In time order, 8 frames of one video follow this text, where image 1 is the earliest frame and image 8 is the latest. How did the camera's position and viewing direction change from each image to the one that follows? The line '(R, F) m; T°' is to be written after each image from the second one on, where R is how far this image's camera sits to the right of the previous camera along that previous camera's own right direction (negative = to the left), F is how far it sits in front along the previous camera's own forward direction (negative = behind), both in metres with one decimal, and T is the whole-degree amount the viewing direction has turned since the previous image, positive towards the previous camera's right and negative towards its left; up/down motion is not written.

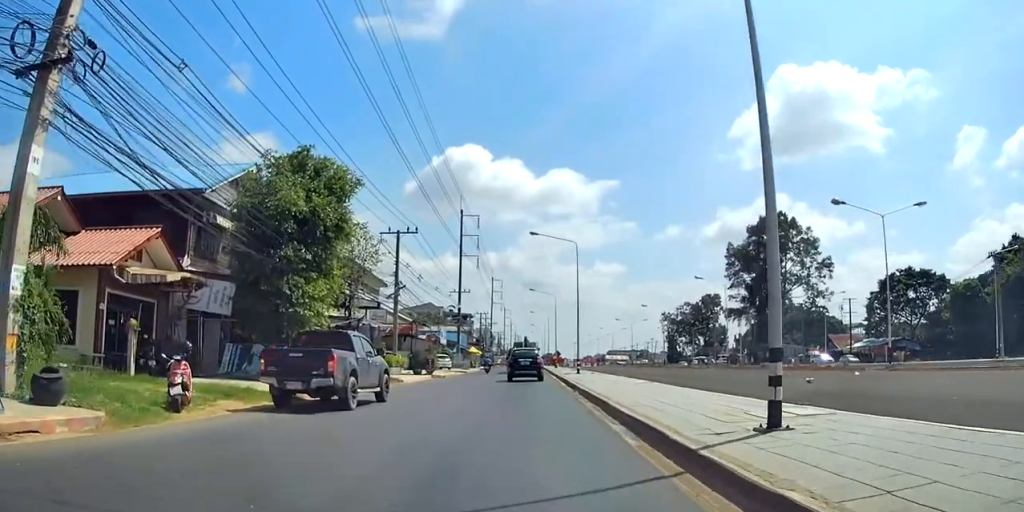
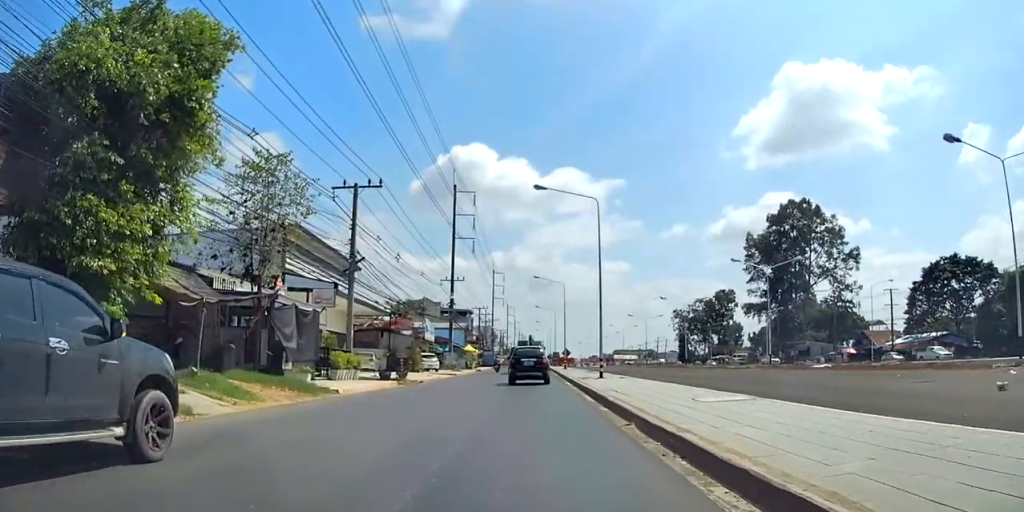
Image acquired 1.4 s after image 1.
(+0.7, +13.0) m; +1°
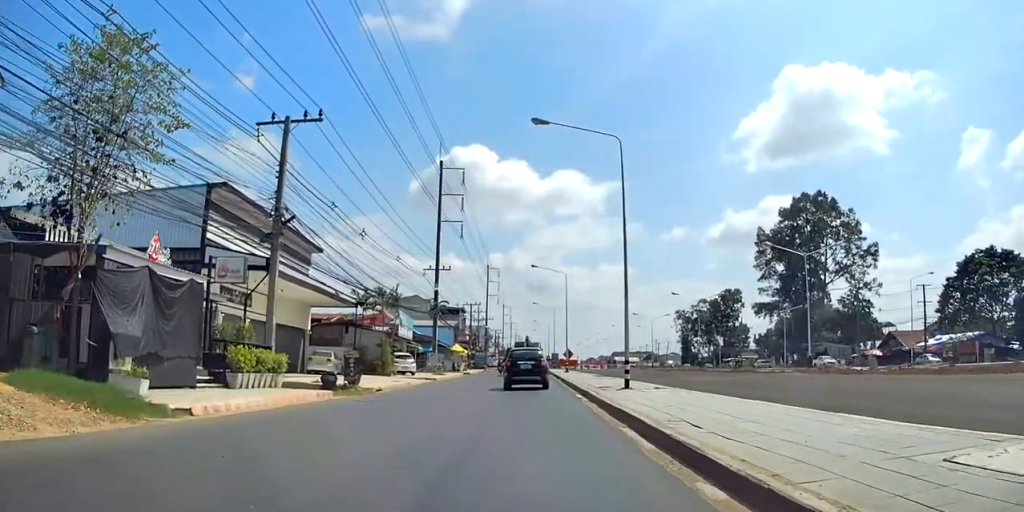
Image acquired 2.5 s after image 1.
(-0.3, +10.8) m; +1°
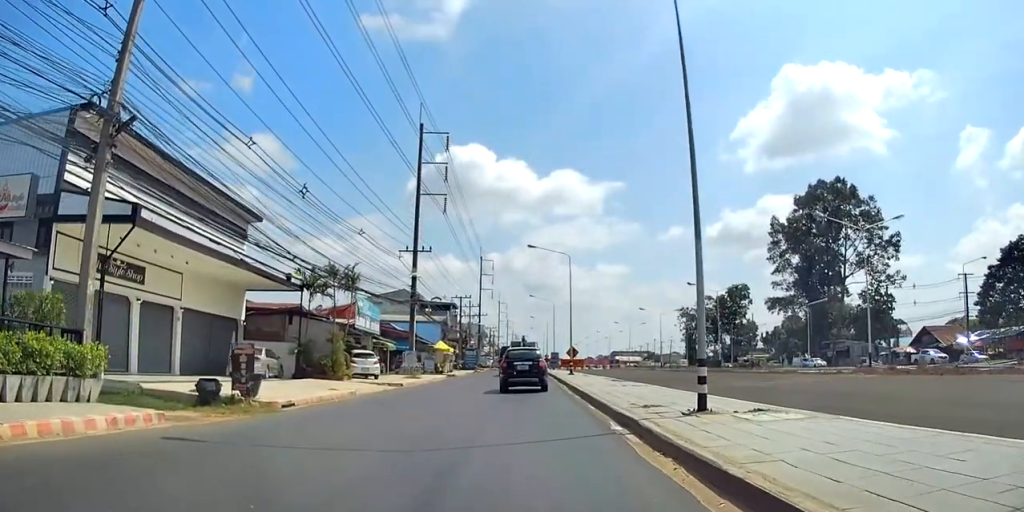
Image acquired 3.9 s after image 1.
(+0.2, +12.0) m; -1°
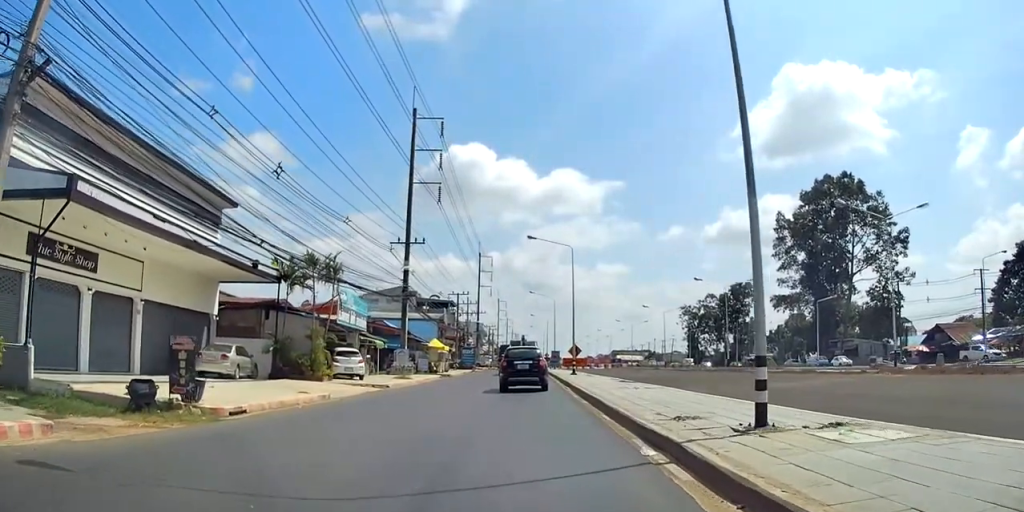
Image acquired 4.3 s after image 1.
(-0.1, +3.8) m; -1°
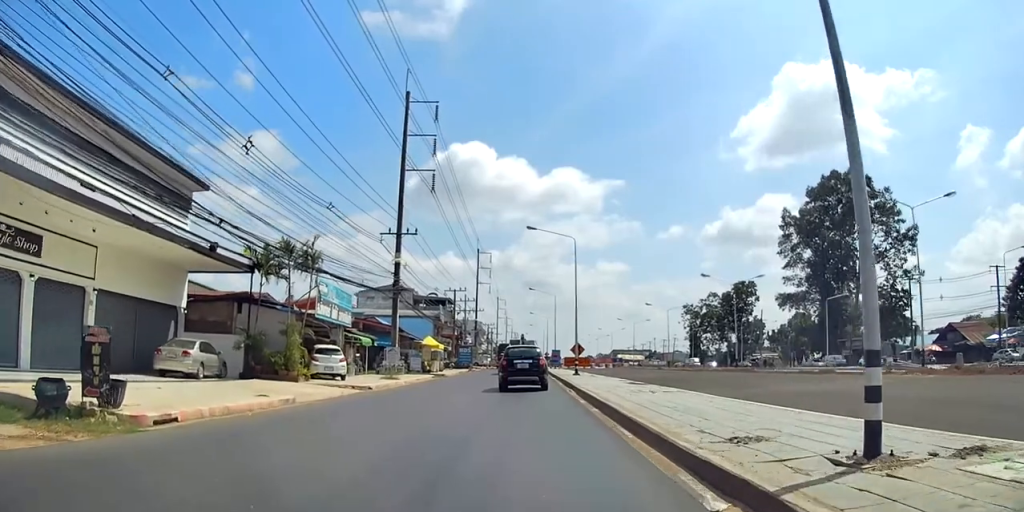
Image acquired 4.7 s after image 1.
(0.0, +3.6) m; 0°
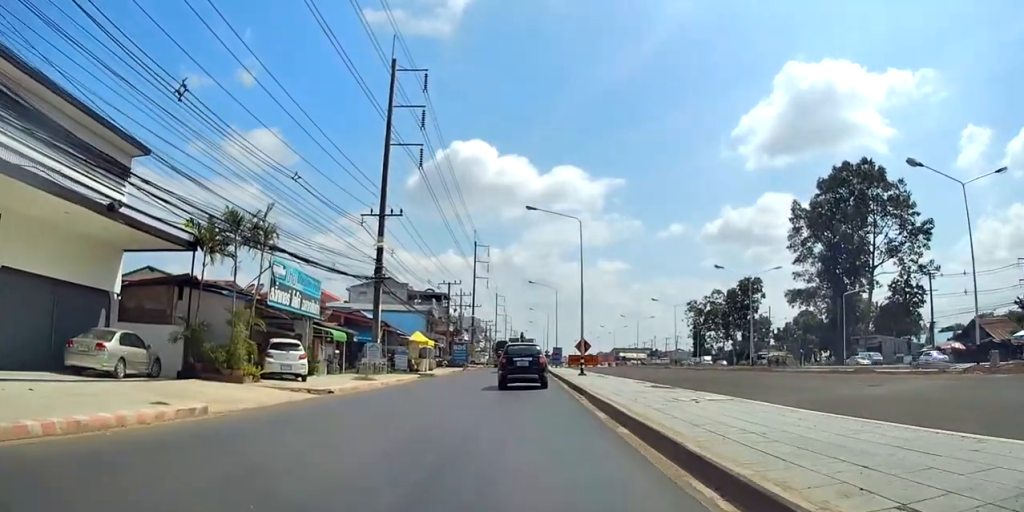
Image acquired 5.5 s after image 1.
(0.0, +6.1) m; 0°
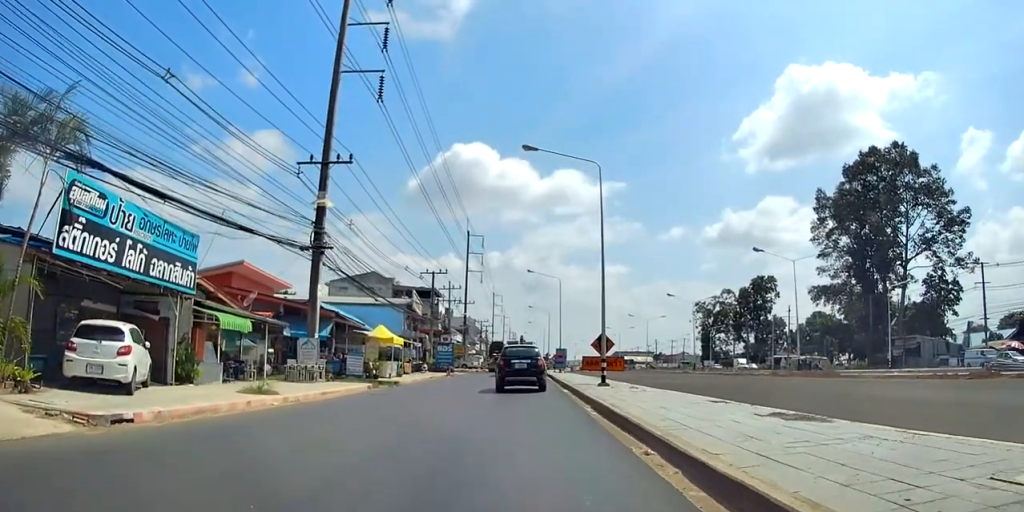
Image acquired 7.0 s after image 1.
(0.0, +12.8) m; 0°
